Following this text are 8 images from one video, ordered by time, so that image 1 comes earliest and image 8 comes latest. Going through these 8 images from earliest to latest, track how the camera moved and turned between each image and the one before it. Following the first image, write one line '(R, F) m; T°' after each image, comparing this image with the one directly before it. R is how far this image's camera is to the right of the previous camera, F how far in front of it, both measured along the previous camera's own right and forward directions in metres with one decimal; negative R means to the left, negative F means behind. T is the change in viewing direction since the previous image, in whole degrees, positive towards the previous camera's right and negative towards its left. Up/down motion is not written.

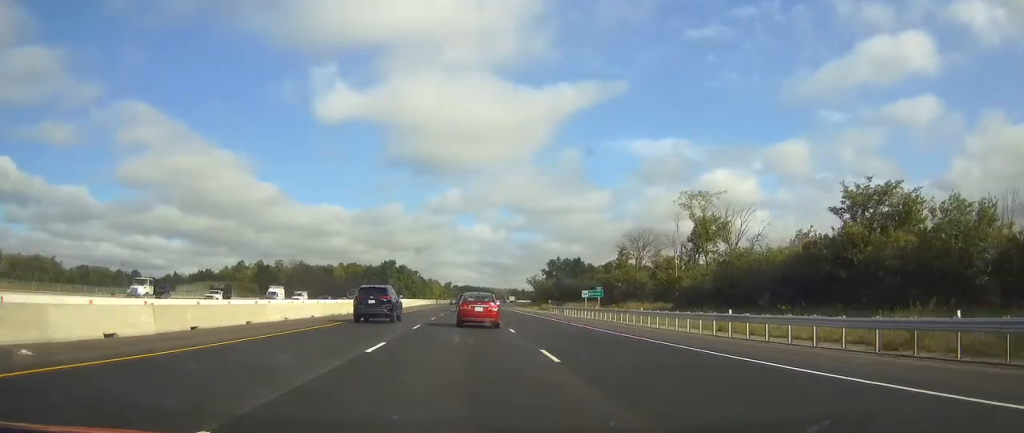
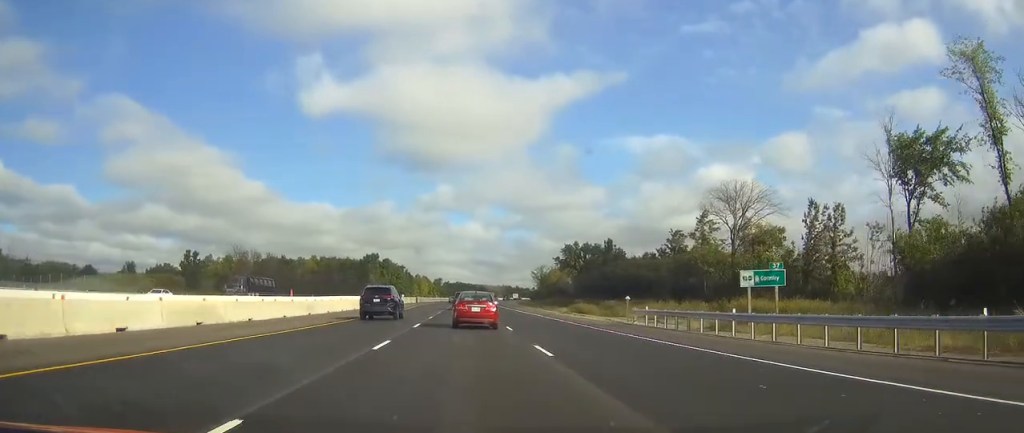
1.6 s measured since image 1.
(+0.1, +47.6) m; +1°
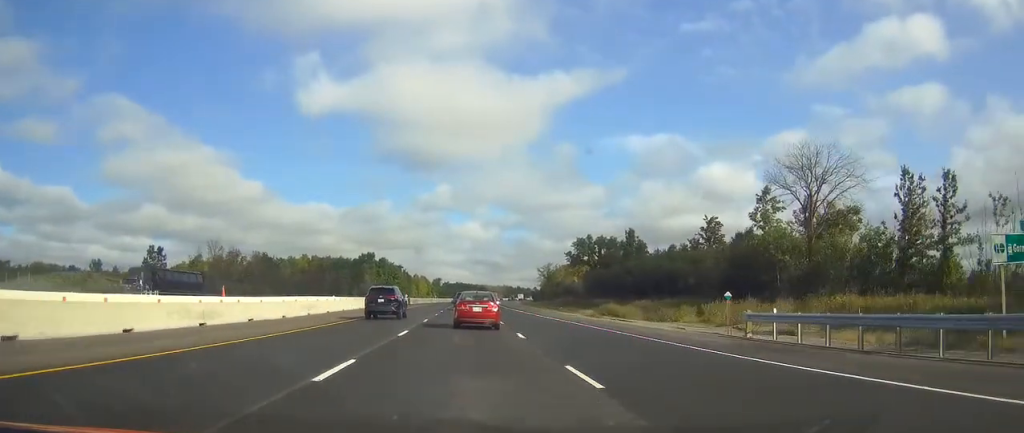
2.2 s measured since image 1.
(+0.1, +17.5) m; 0°
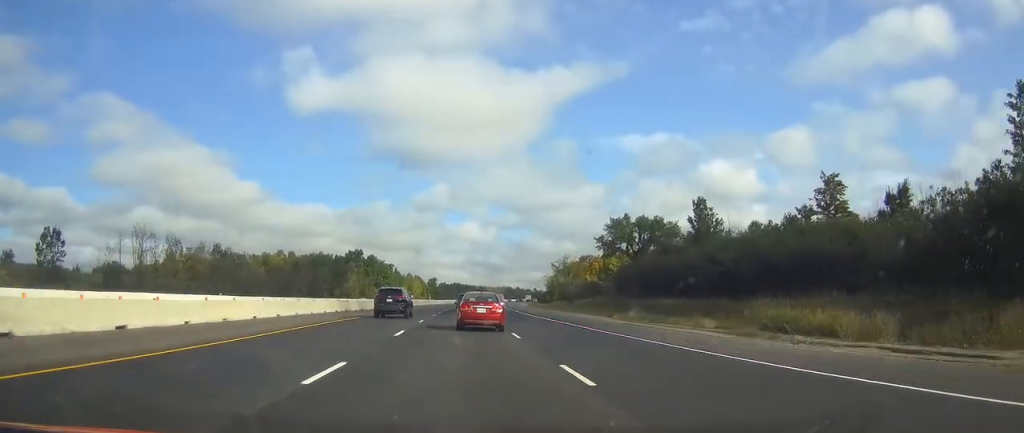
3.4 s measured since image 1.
(0.0, +35.7) m; 0°
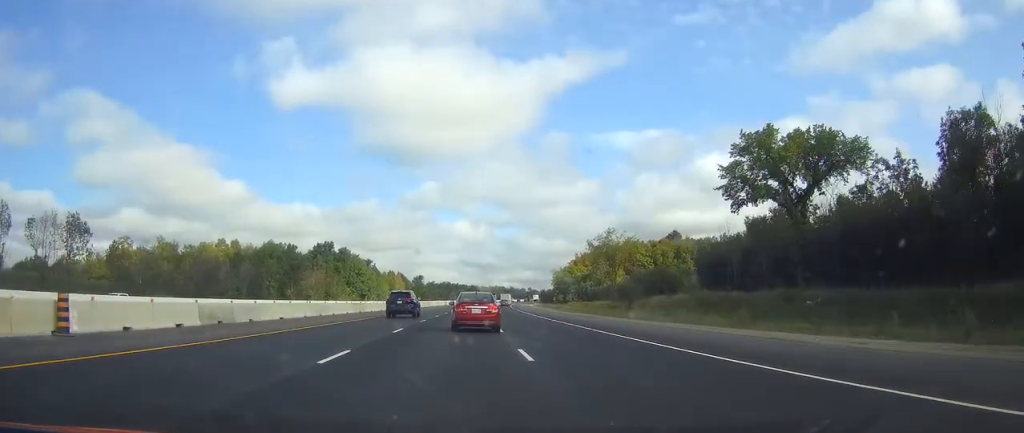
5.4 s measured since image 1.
(+0.4, +56.5) m; +1°
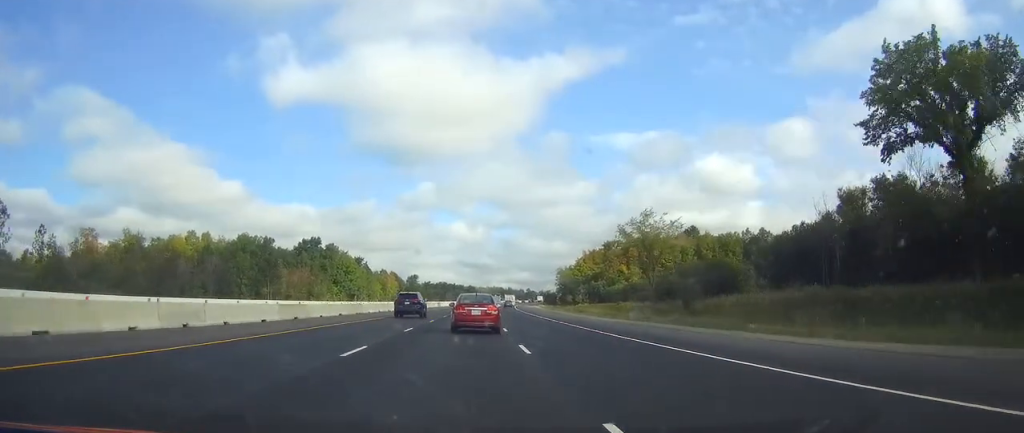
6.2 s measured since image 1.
(0.0, +22.1) m; 0°
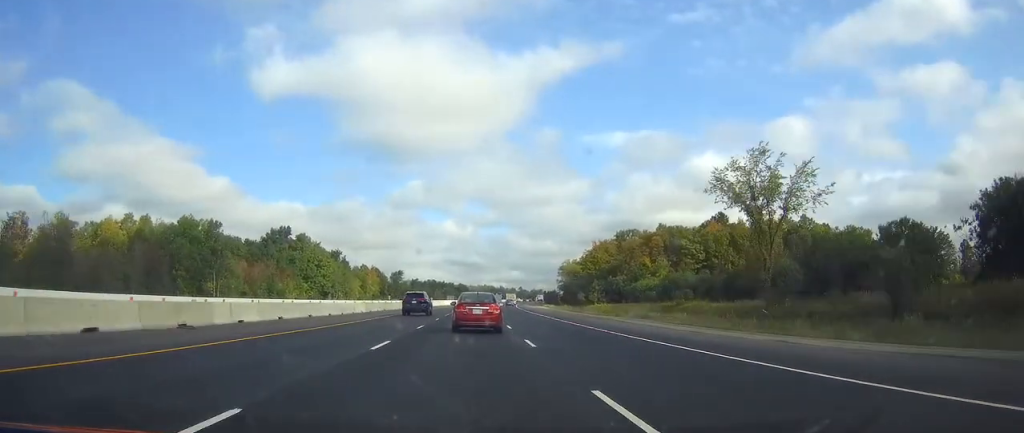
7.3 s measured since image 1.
(+0.1, +33.8) m; +1°
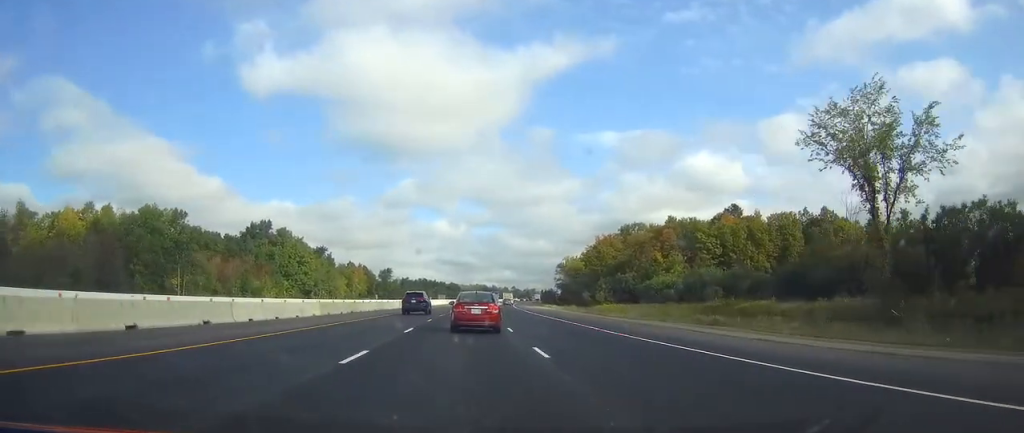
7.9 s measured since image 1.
(+0.1, +15.5) m; +1°
